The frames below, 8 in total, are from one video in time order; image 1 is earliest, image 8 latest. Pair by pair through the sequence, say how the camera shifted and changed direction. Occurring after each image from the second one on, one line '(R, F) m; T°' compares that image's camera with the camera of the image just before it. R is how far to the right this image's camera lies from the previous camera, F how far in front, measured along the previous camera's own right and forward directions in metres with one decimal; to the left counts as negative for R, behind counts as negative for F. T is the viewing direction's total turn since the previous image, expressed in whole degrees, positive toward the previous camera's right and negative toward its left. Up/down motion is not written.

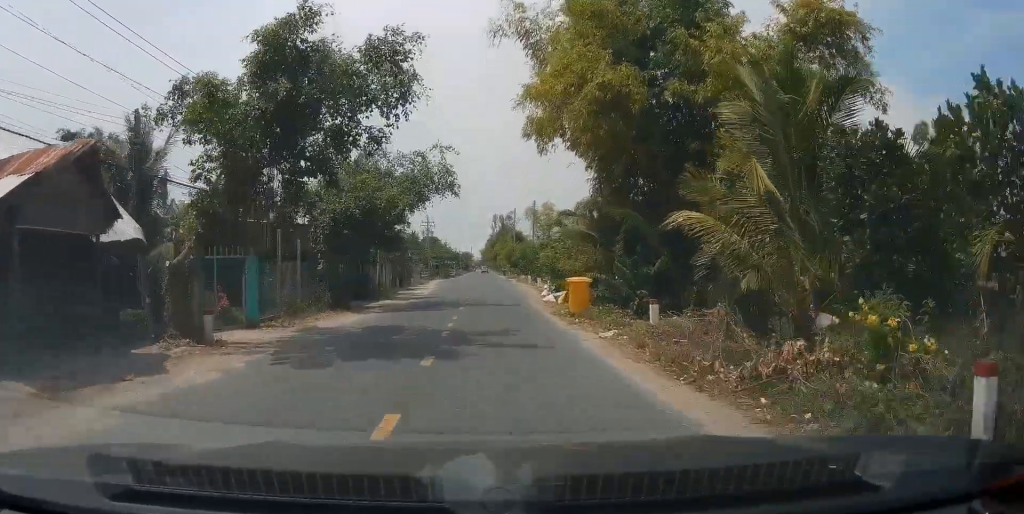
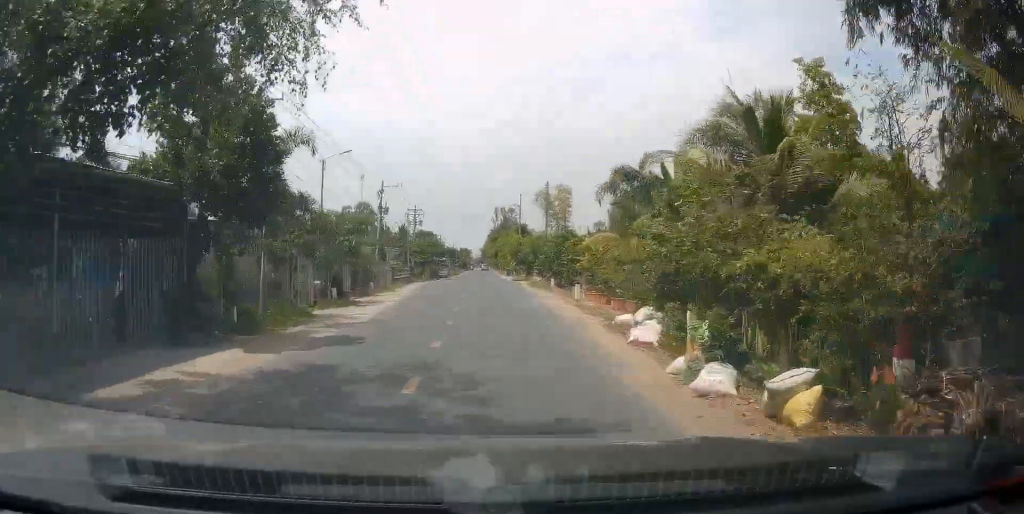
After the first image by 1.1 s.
(+0.5, +18.9) m; +4°
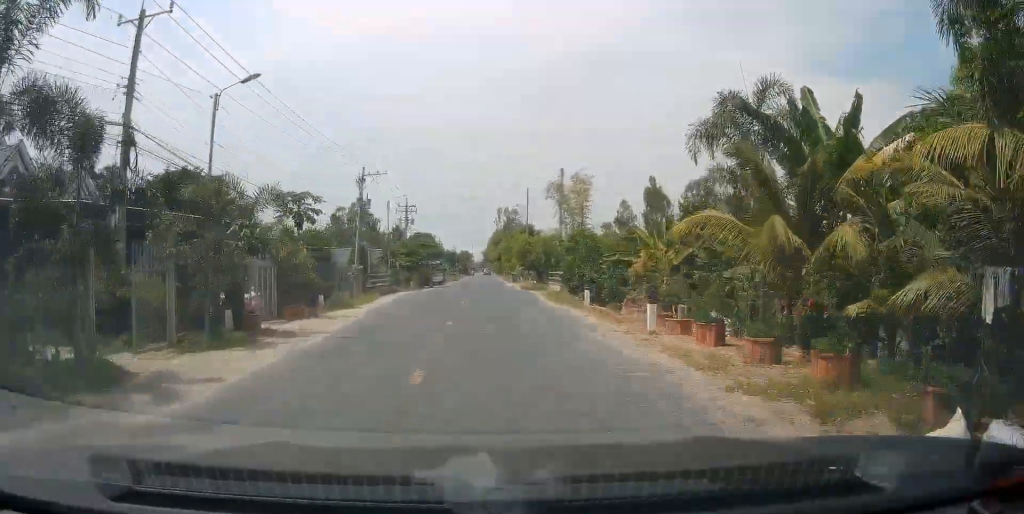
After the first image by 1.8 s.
(+0.3, +11.1) m; 0°
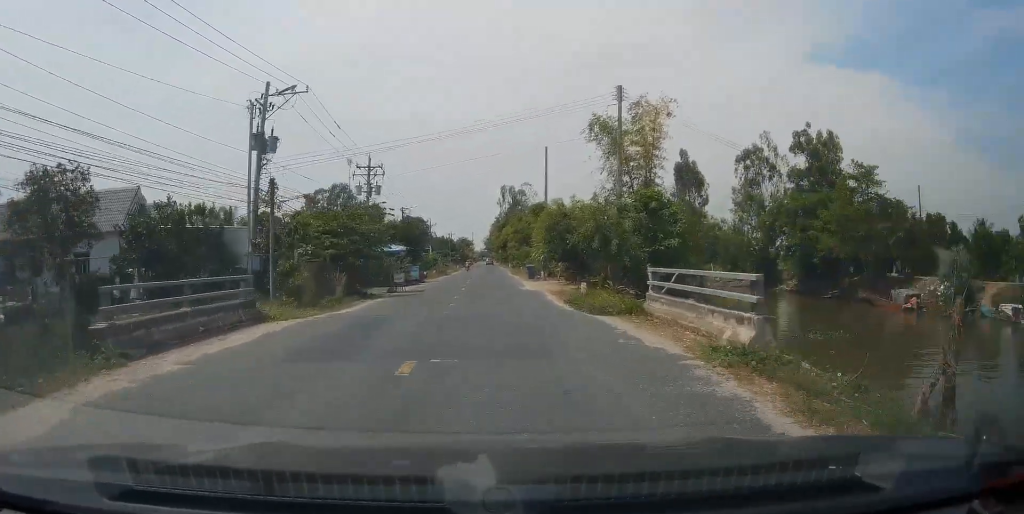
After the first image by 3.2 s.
(-0.7, +24.7) m; -3°
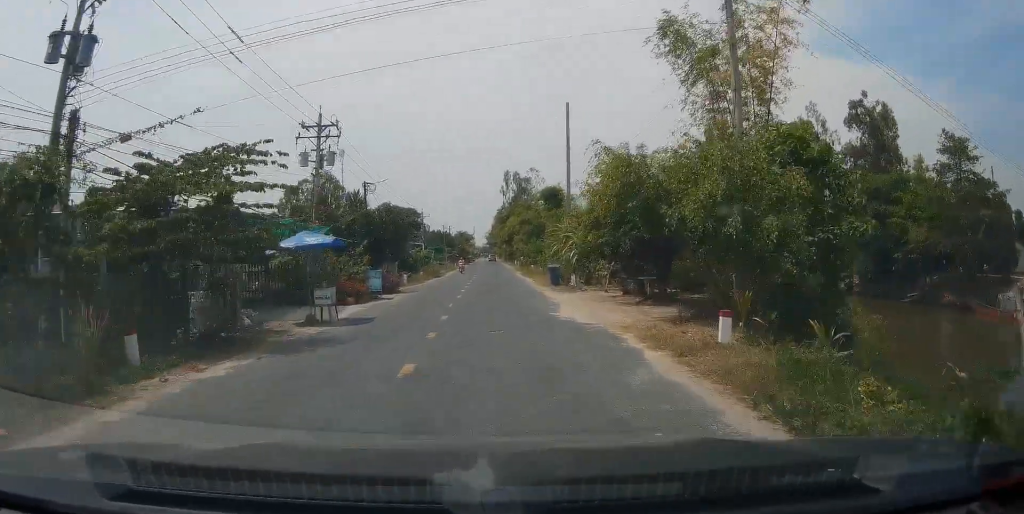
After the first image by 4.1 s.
(0.0, +15.9) m; 0°
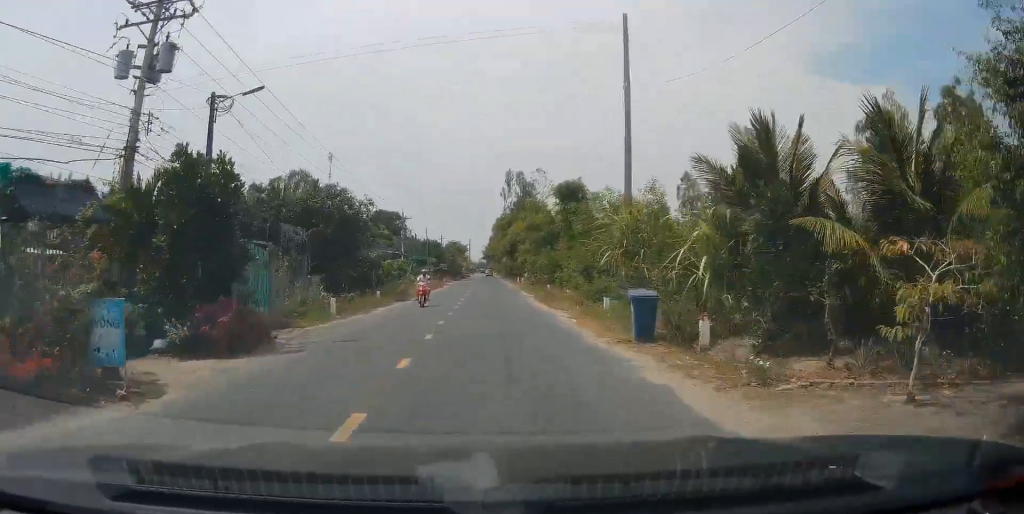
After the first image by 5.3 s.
(0.0, +19.7) m; 0°
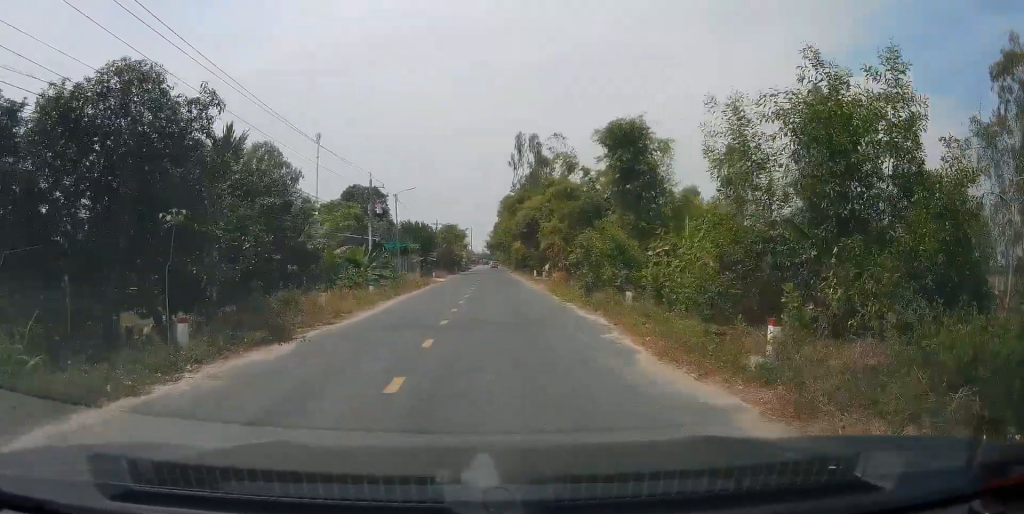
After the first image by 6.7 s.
(0.0, +22.6) m; -1°
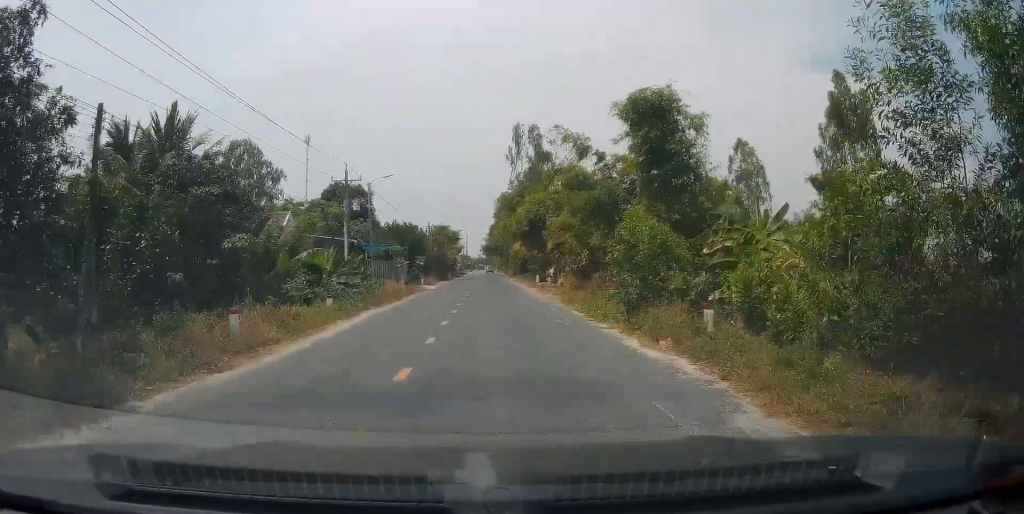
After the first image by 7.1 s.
(+0.1, +7.1) m; -1°
